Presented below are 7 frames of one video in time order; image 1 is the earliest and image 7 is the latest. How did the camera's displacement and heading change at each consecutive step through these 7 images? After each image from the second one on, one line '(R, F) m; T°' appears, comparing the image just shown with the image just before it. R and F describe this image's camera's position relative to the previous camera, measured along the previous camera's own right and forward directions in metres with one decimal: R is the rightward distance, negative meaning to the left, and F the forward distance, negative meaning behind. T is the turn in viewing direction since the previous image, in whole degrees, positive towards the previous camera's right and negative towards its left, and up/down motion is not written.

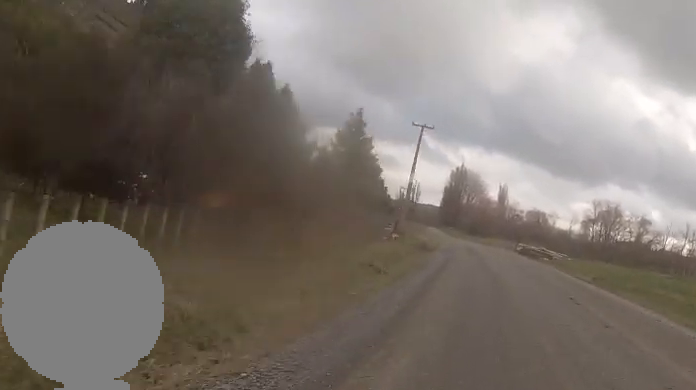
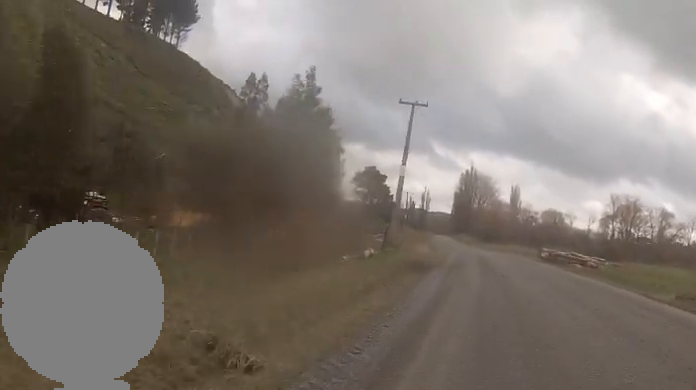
(-0.2, +10.4) m; -1°
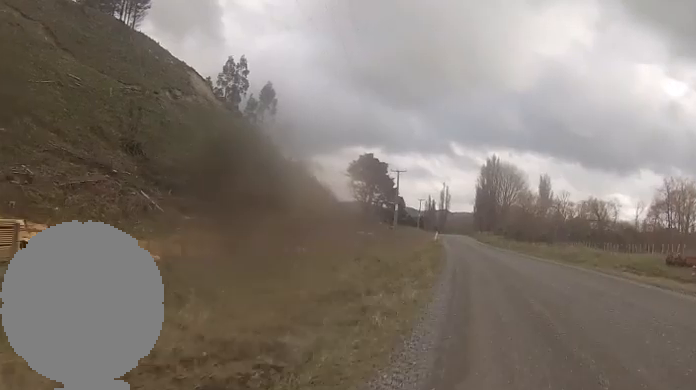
(-2.2, +31.4) m; -9°
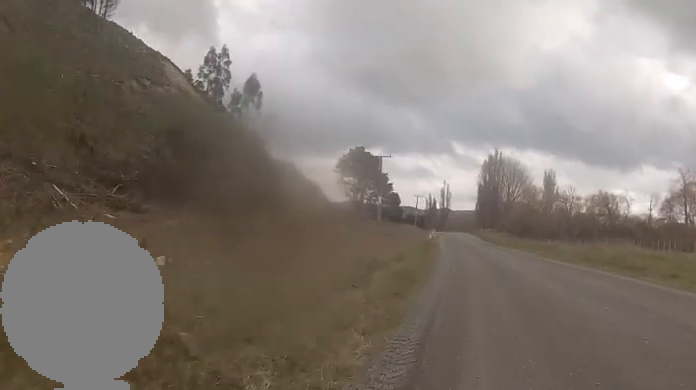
(-0.6, +10.3) m; -2°
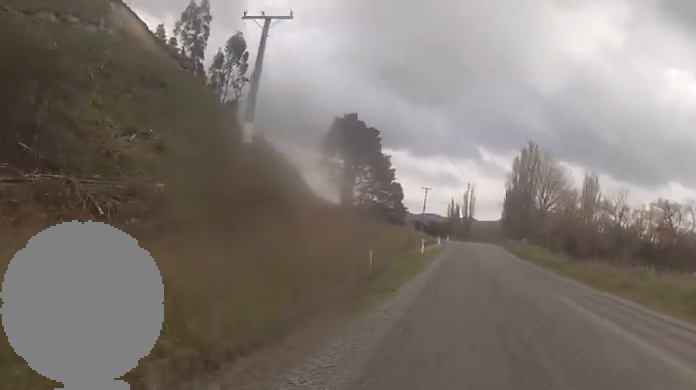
(+0.2, +28.4) m; -1°
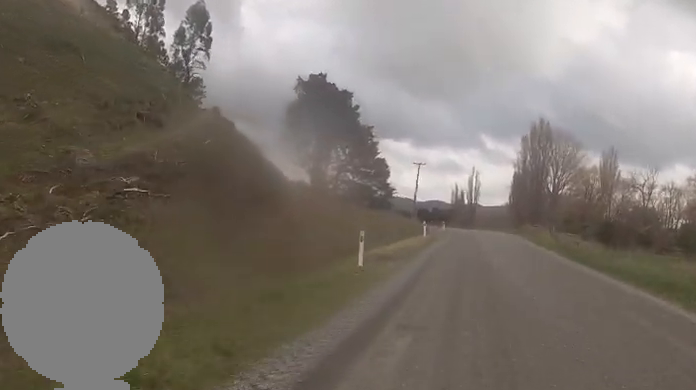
(-0.2, +17.5) m; 0°
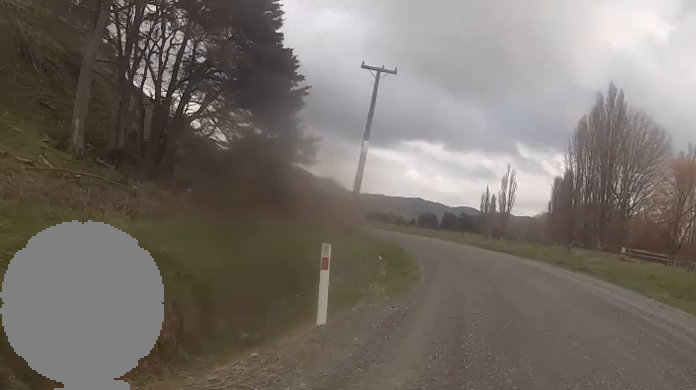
(+1.4, +49.1) m; +1°
